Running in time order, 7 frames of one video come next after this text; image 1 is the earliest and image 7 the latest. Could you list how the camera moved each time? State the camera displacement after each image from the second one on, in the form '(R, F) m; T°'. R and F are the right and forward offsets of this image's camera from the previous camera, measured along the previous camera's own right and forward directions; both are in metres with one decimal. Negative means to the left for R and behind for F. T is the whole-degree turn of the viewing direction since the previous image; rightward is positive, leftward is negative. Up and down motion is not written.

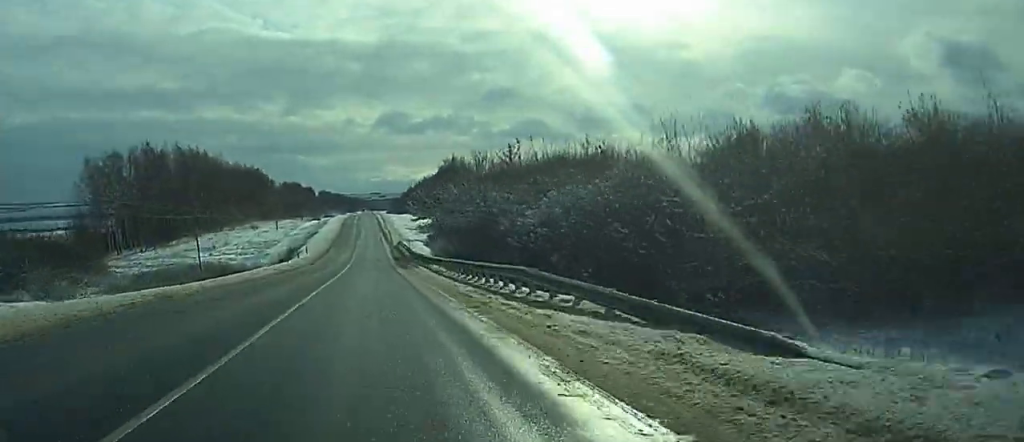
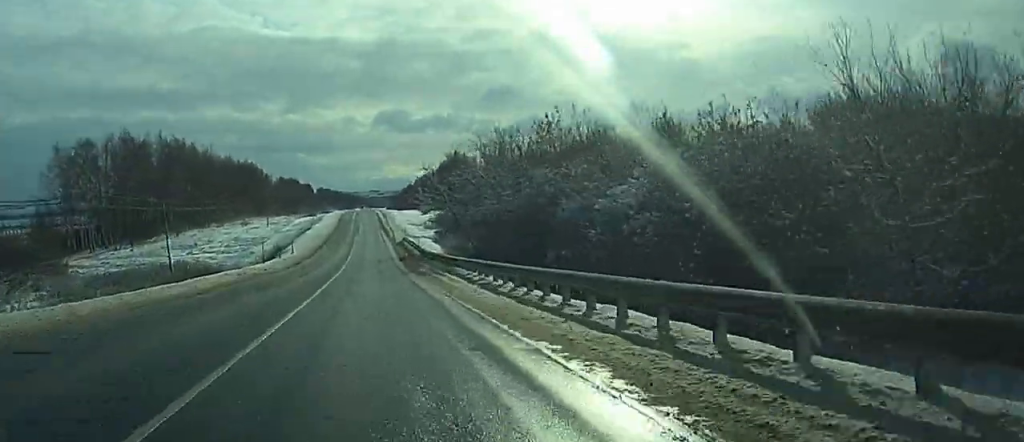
(+0.8, +17.7) m; +2°
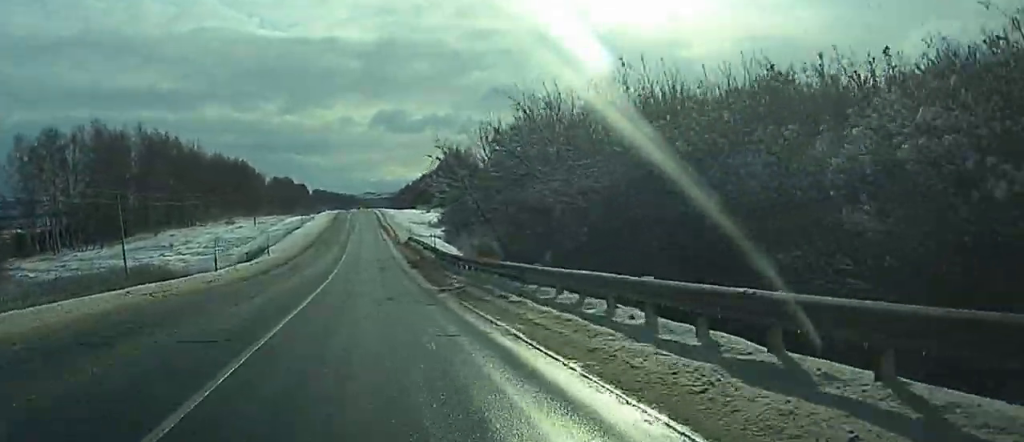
(+0.1, +17.9) m; -1°
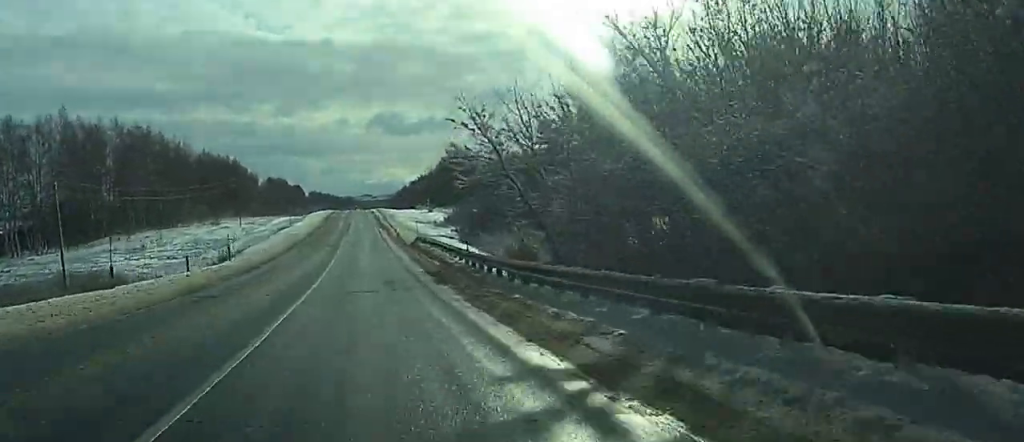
(-0.1, +16.6) m; 0°
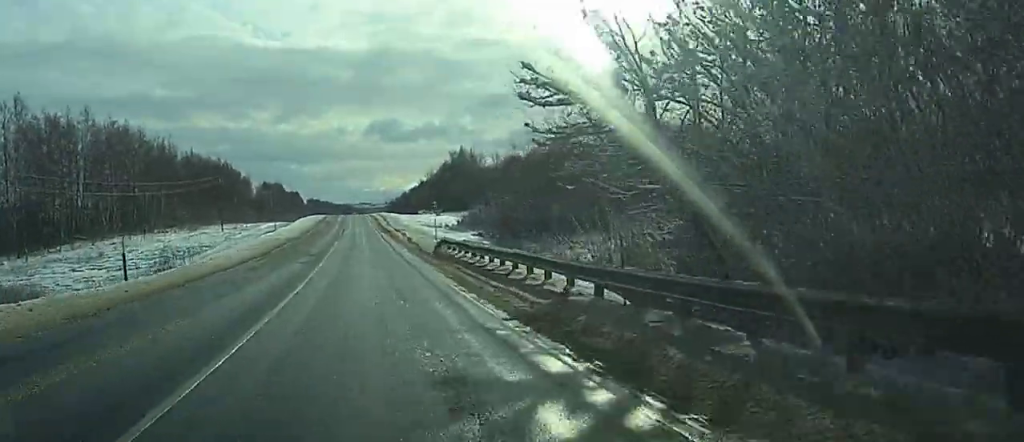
(-0.3, +19.7) m; 0°
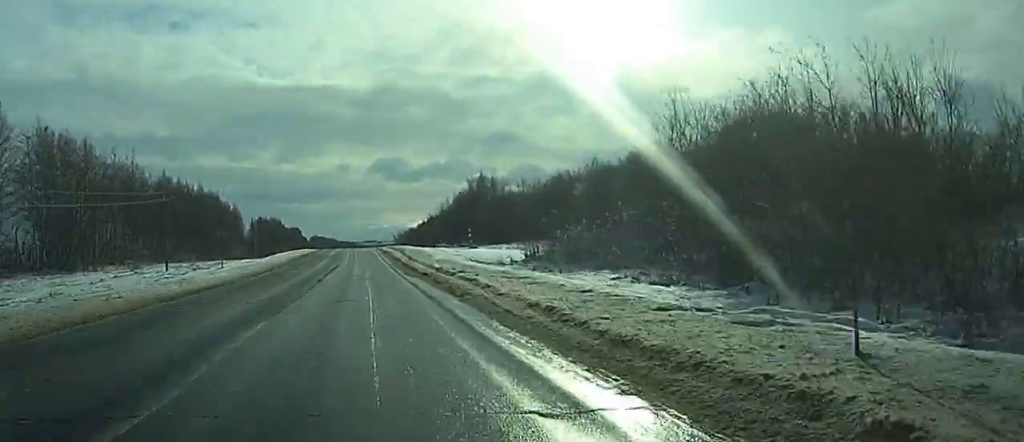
(+0.8, +43.7) m; +1°
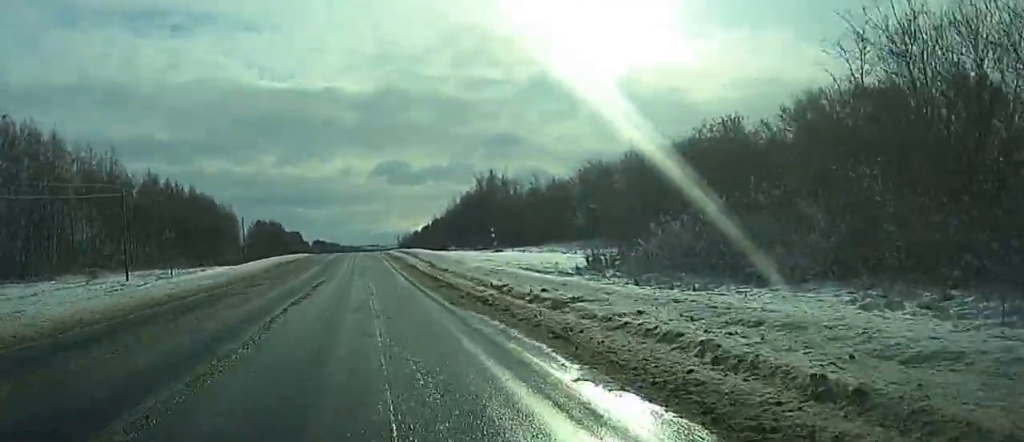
(+0.4, +18.0) m; -1°
